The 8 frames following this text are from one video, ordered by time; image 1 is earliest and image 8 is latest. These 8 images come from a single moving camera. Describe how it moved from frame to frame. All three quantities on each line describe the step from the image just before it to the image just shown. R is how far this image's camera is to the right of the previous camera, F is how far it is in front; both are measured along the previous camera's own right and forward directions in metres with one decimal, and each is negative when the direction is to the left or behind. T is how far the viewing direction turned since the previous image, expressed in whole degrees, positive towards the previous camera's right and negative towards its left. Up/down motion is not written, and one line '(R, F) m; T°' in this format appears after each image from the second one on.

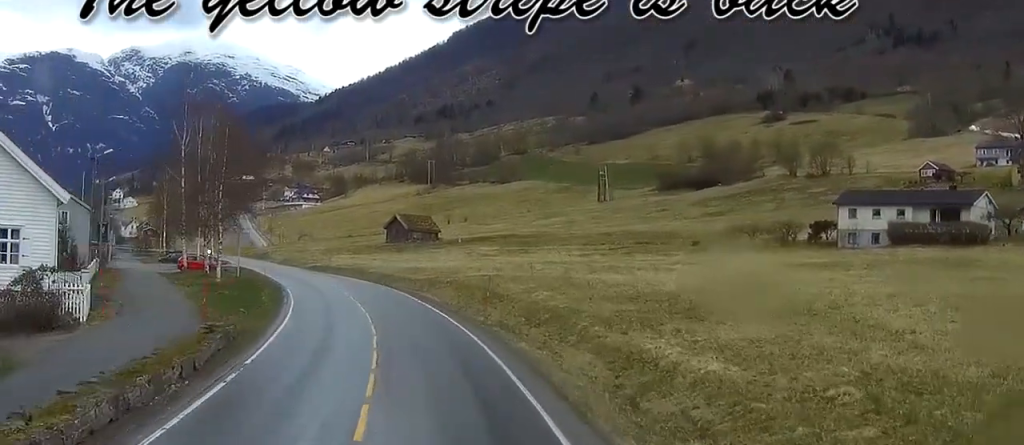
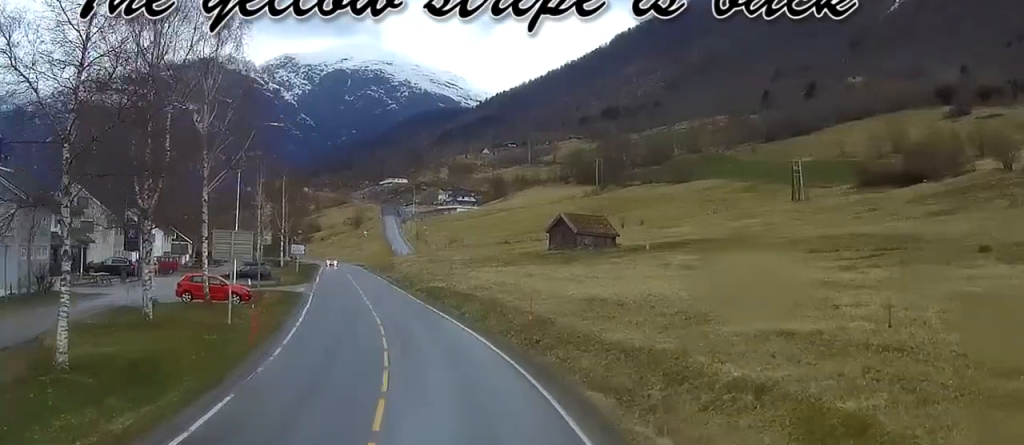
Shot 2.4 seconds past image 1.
(-5.3, +39.3) m; -13°
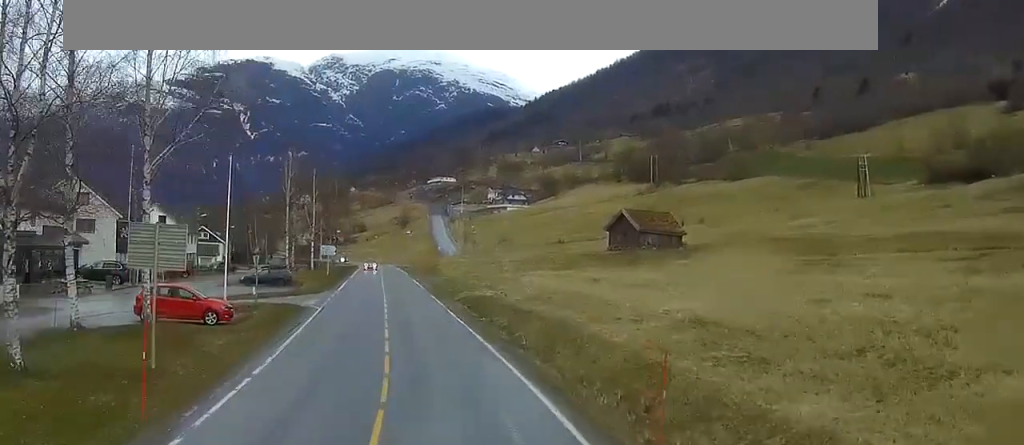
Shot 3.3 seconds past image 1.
(-0.2, +13.5) m; -3°
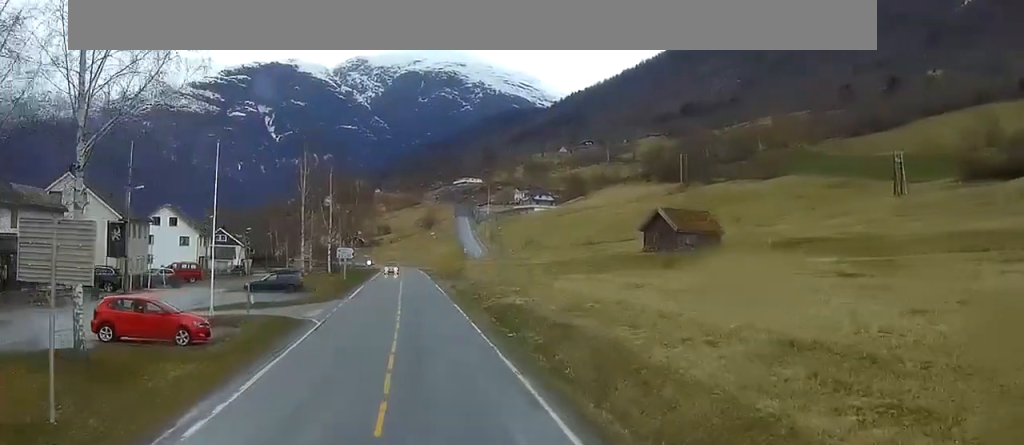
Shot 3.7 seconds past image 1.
(-0.3, +7.4) m; -2°
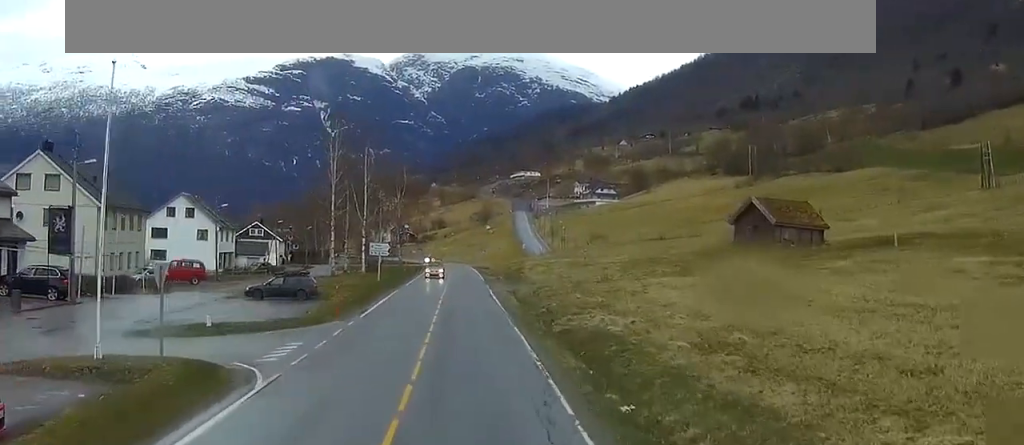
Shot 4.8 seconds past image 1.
(-0.7, +19.3) m; -3°
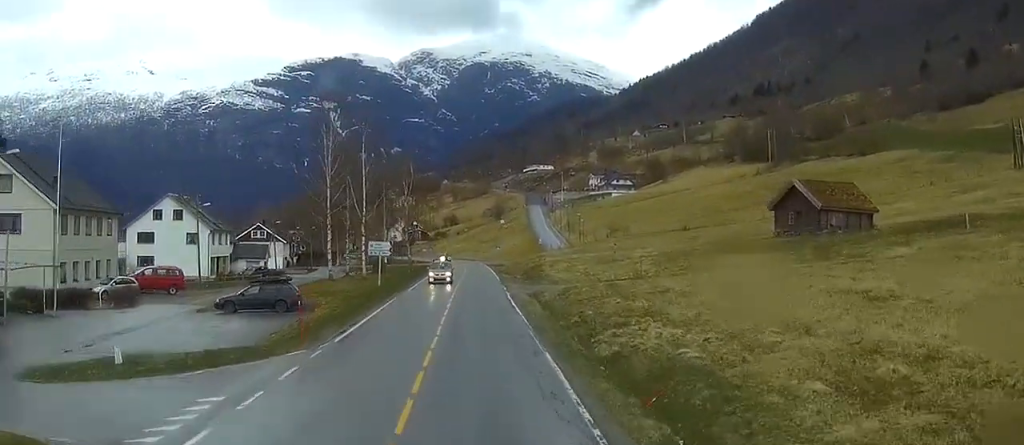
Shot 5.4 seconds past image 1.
(-0.1, +11.1) m; -1°
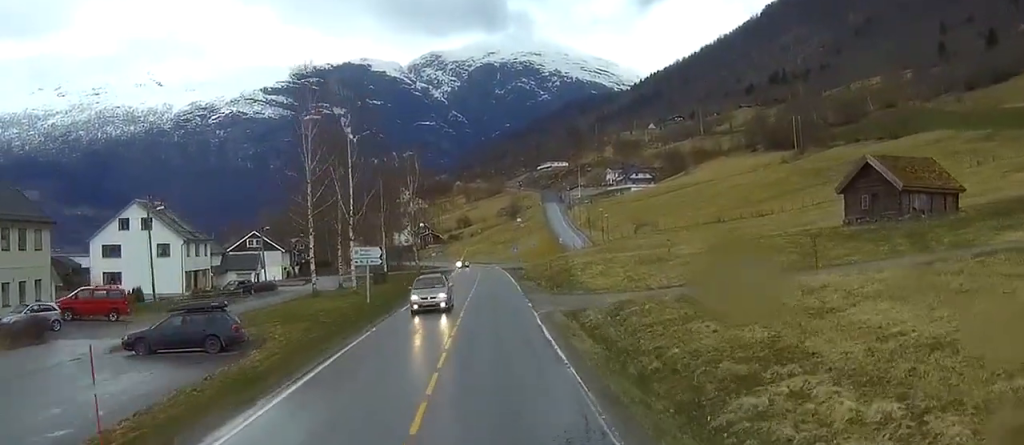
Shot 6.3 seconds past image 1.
(0.0, +17.0) m; -2°
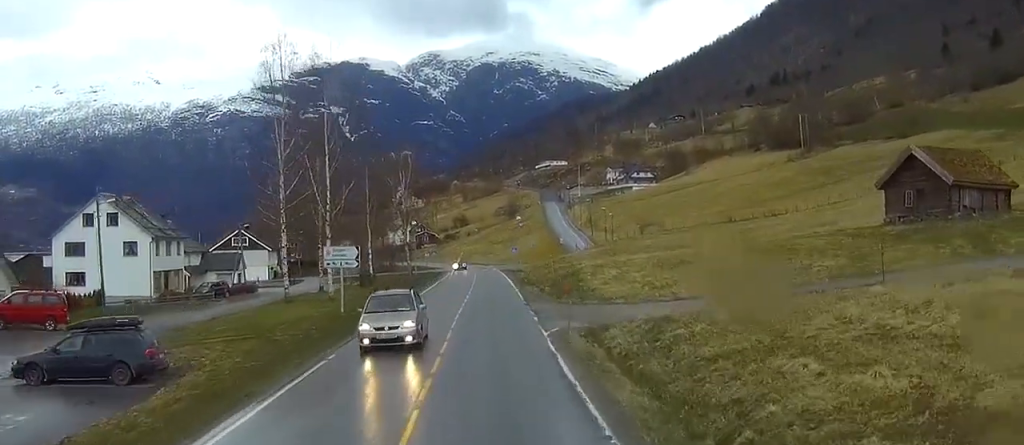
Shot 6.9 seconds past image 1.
(-0.3, +9.8) m; -2°
